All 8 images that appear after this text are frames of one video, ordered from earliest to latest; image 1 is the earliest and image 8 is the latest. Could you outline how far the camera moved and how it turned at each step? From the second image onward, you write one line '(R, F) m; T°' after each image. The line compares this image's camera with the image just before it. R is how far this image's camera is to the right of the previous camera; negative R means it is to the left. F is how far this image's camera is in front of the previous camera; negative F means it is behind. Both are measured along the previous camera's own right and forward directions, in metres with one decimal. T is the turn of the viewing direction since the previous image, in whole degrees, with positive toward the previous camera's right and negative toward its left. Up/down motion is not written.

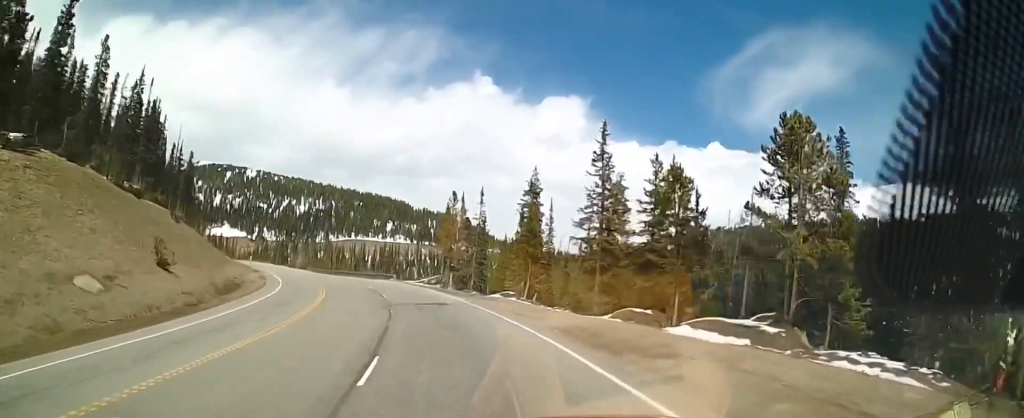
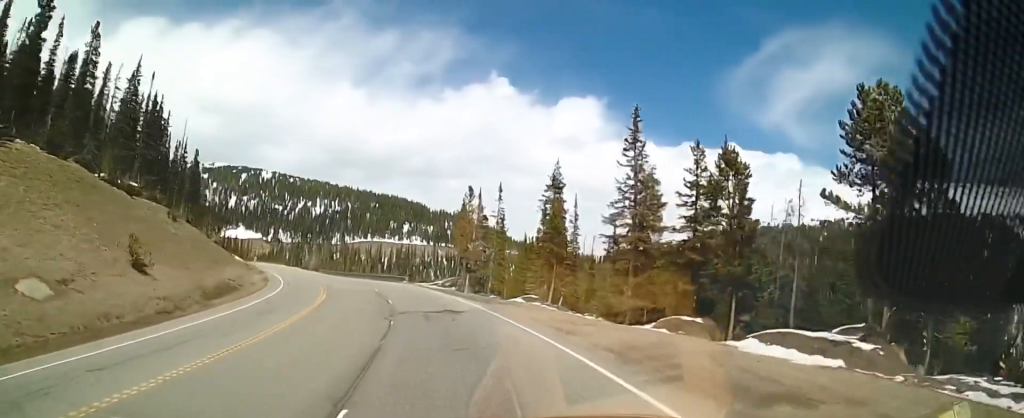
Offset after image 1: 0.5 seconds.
(0.0, +4.6) m; -2°
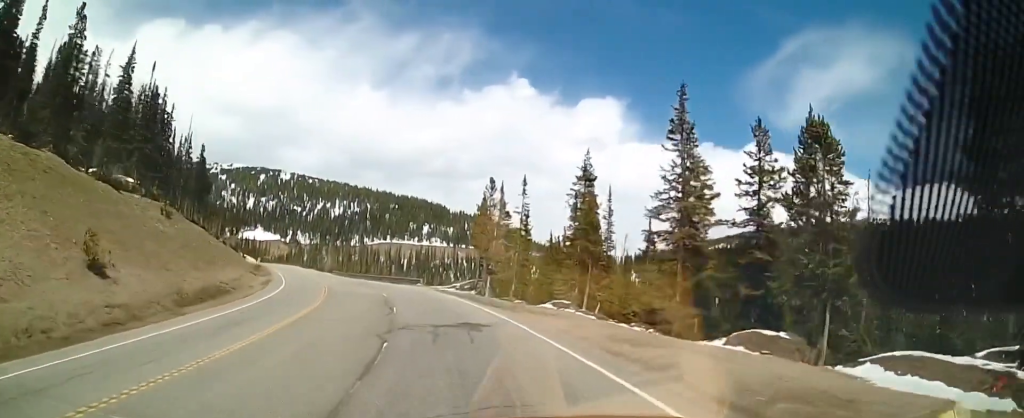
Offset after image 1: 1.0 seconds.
(-0.2, +5.7) m; -3°
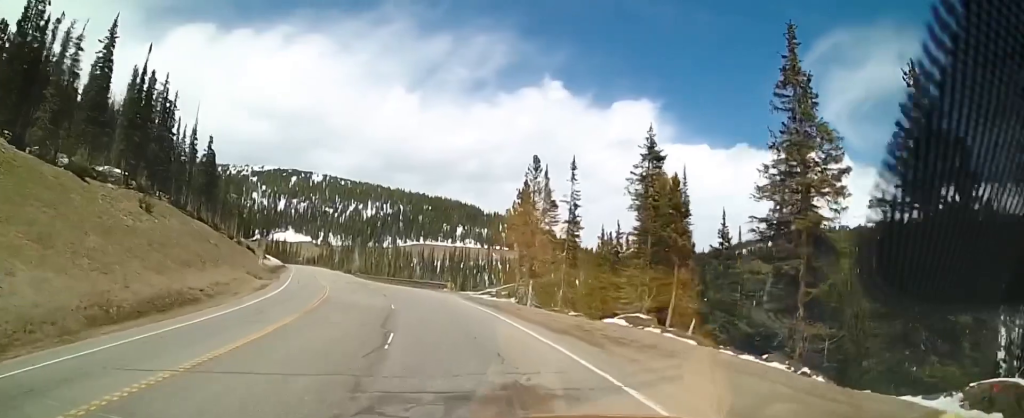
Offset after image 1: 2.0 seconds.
(-0.5, +10.2) m; -4°
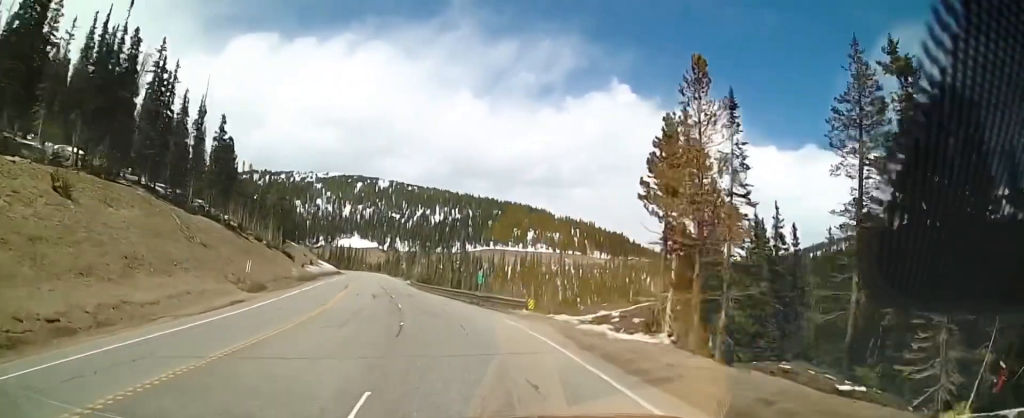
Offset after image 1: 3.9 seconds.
(-0.8, +19.6) m; -6°
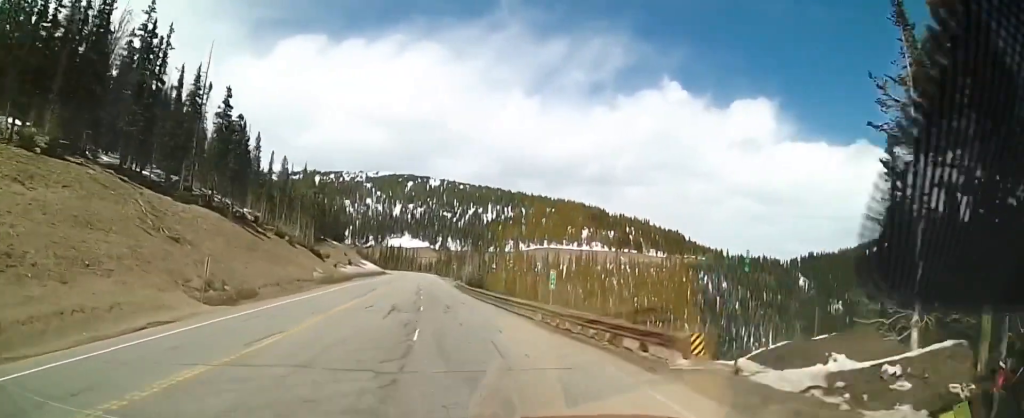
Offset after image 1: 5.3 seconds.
(-0.8, +13.7) m; -5°
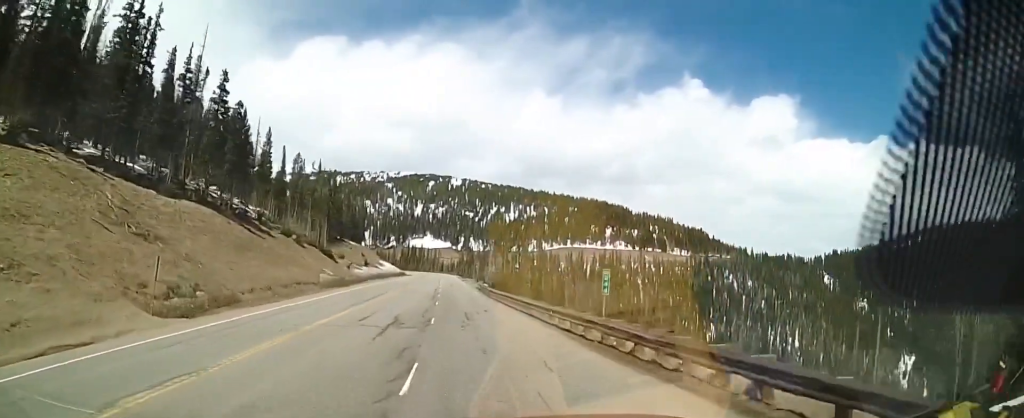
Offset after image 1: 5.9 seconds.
(-0.1, +6.5) m; -2°
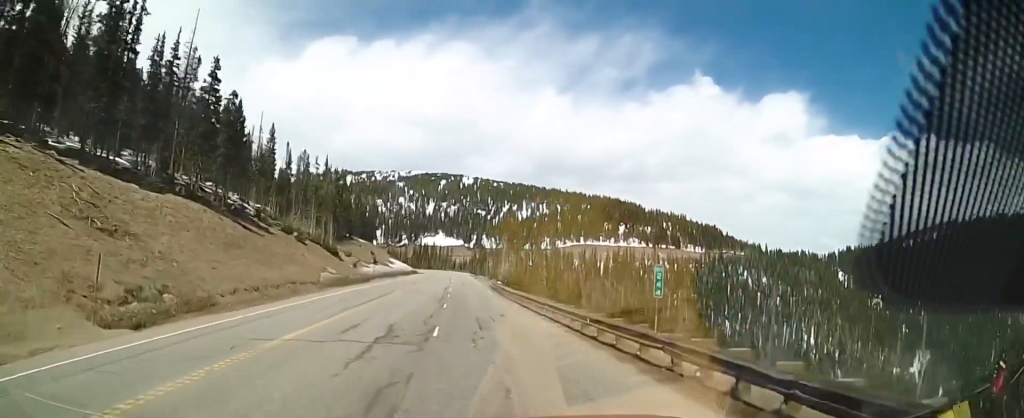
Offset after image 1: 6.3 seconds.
(0.0, +4.5) m; -1°
